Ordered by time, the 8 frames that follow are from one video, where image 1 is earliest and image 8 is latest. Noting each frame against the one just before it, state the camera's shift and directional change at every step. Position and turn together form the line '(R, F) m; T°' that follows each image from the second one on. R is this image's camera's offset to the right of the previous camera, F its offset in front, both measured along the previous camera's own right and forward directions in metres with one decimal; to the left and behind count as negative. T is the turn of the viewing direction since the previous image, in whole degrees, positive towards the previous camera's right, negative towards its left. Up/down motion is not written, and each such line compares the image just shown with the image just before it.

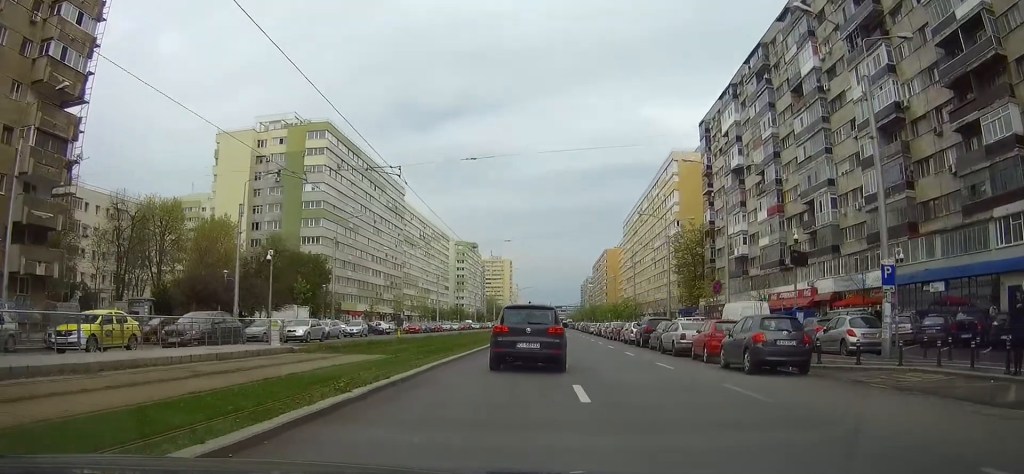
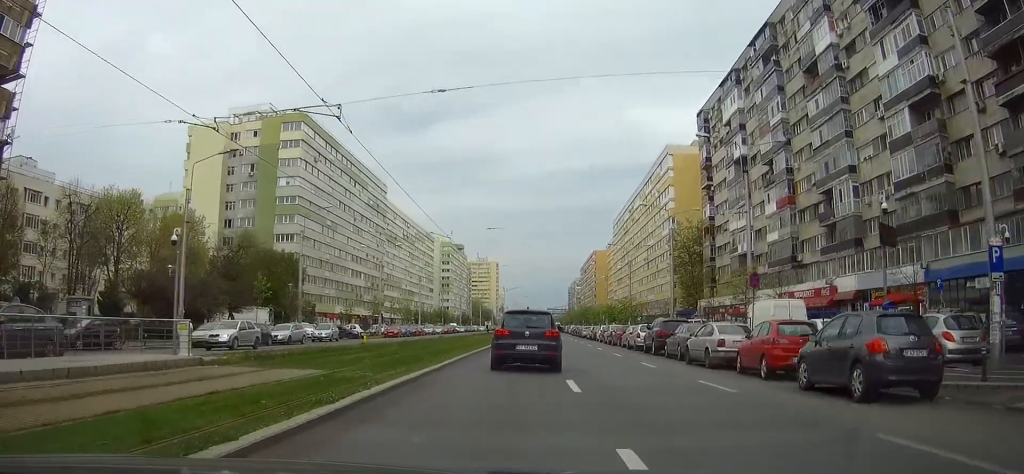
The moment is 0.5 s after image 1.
(+0.1, +6.7) m; +1°
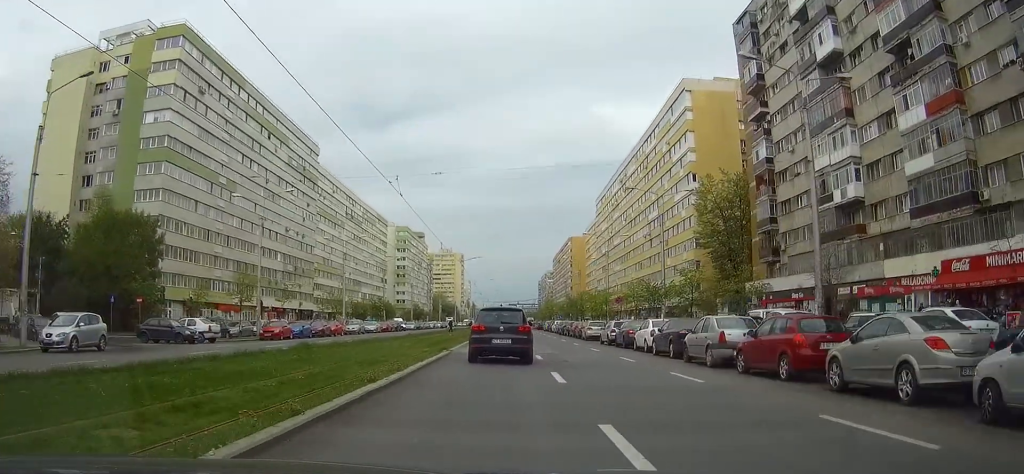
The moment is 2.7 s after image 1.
(-0.6, +33.0) m; -1°
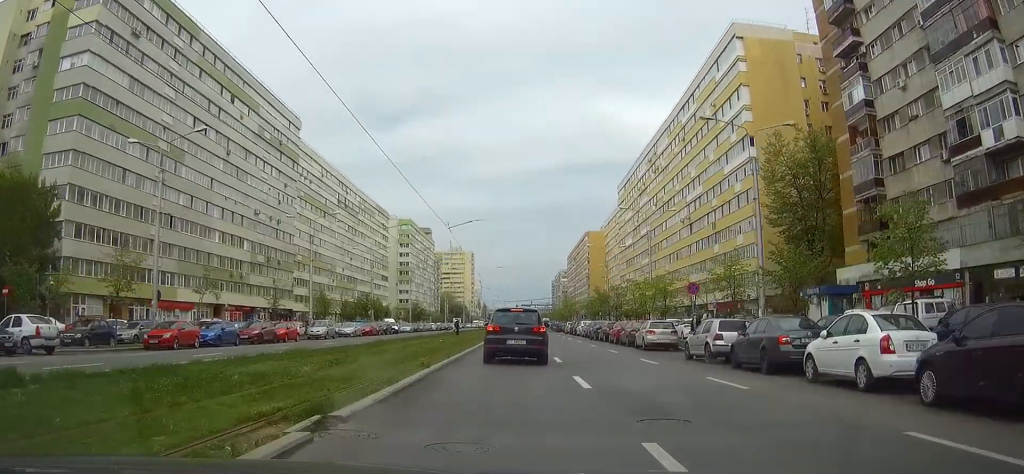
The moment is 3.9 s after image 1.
(+0.2, +18.7) m; +1°
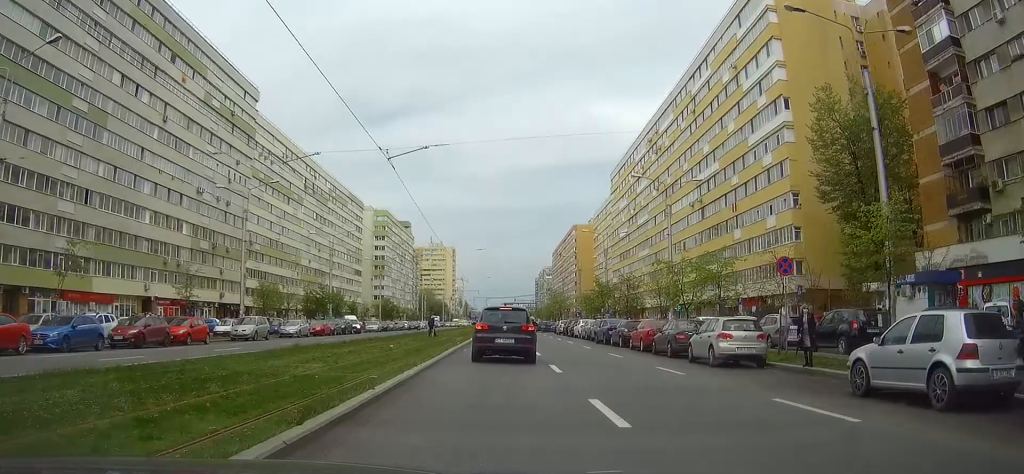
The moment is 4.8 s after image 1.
(+0.1, +13.9) m; +1°
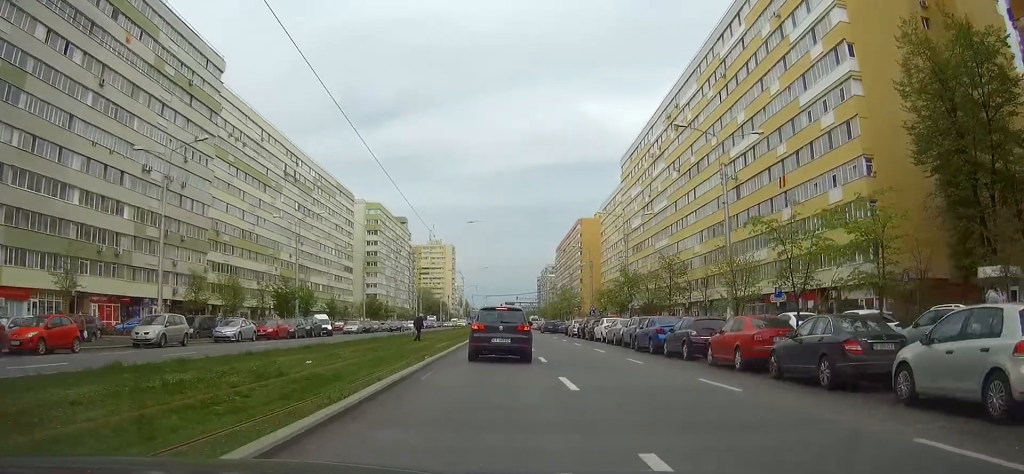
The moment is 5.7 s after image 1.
(+0.1, +13.5) m; 0°
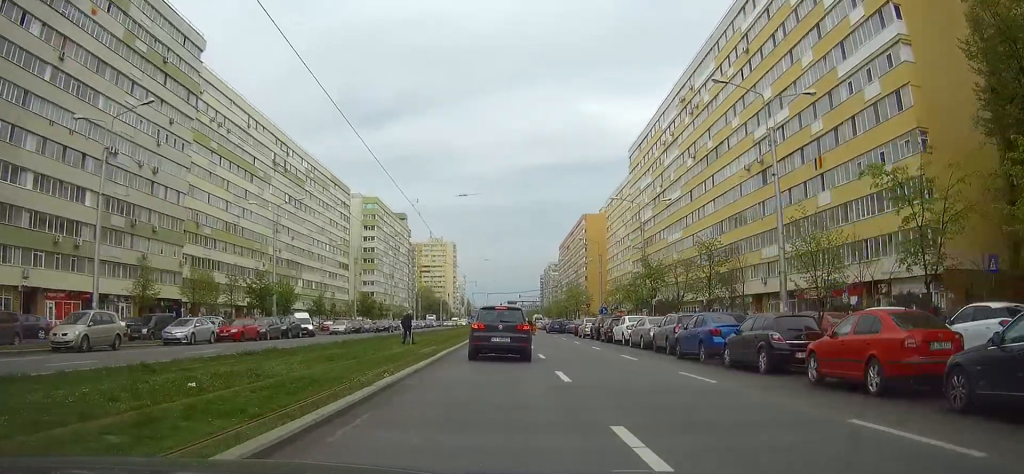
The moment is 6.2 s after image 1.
(+0.1, +7.4) m; 0°
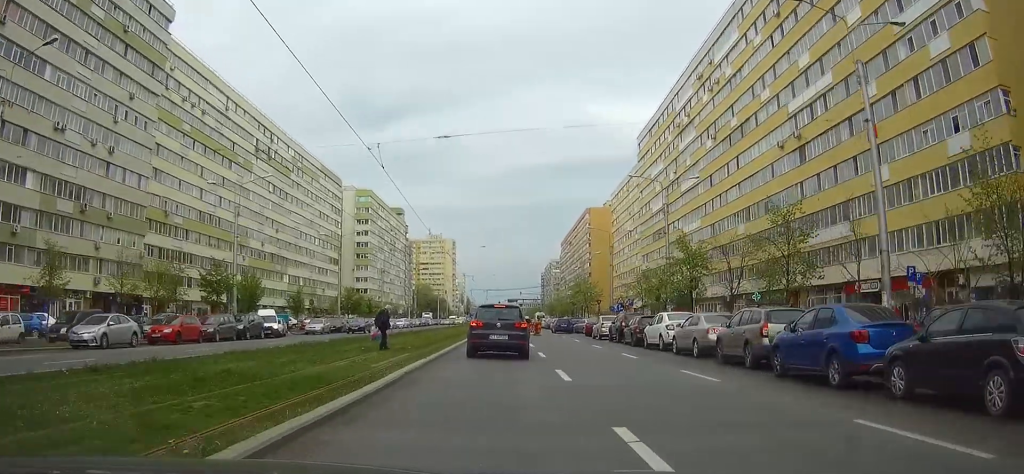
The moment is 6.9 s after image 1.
(-0.2, +9.1) m; 0°
